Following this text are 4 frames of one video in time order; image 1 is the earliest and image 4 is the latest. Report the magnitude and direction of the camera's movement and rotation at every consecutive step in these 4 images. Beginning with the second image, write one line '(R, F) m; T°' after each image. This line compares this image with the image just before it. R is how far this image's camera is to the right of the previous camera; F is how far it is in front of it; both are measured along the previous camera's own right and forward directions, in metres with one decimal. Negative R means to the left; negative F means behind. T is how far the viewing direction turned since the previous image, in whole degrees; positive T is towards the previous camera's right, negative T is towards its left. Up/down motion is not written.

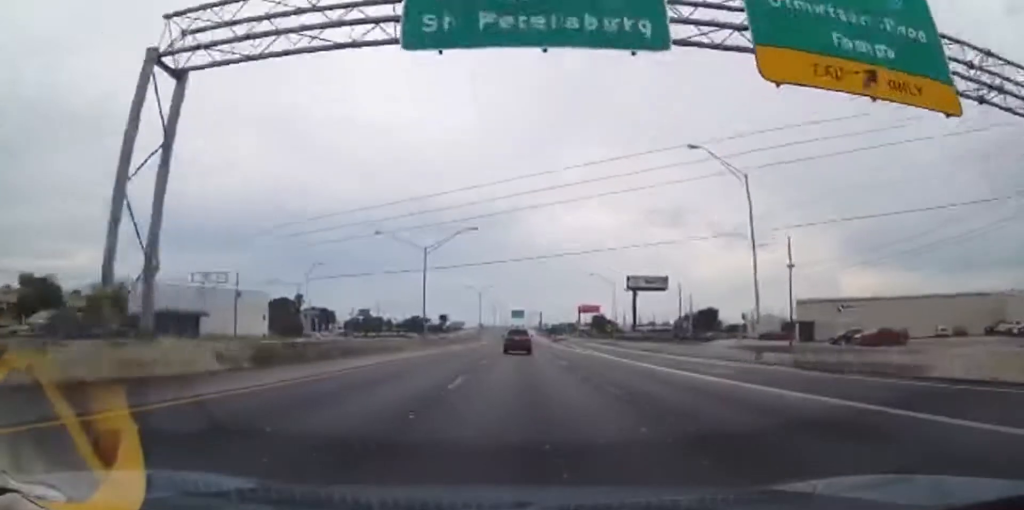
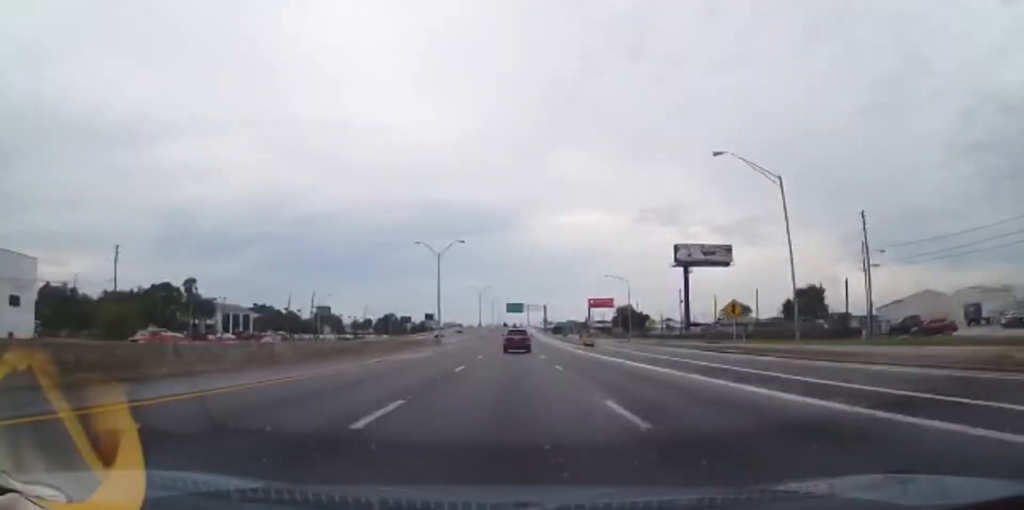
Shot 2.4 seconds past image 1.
(0.0, +66.6) m; +1°
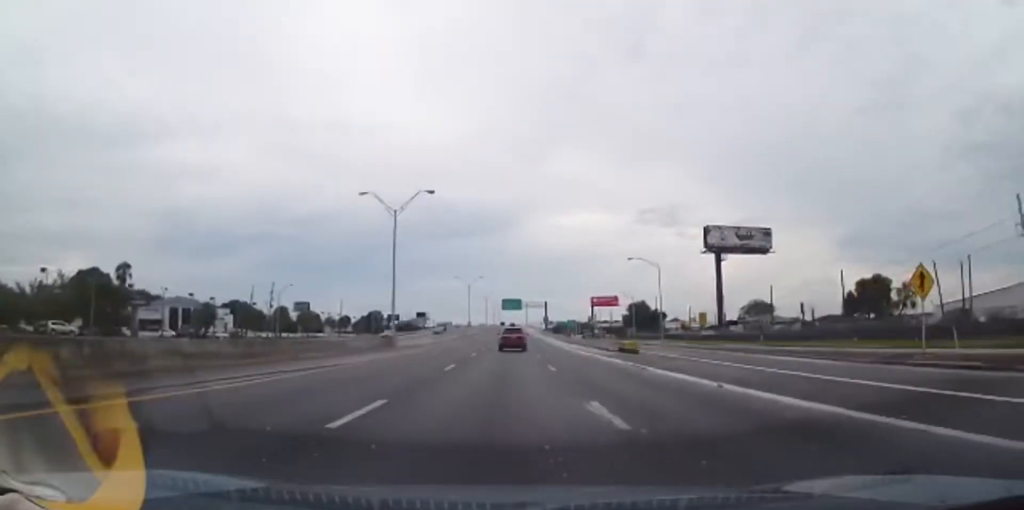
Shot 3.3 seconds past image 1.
(+0.4, +24.3) m; +1°
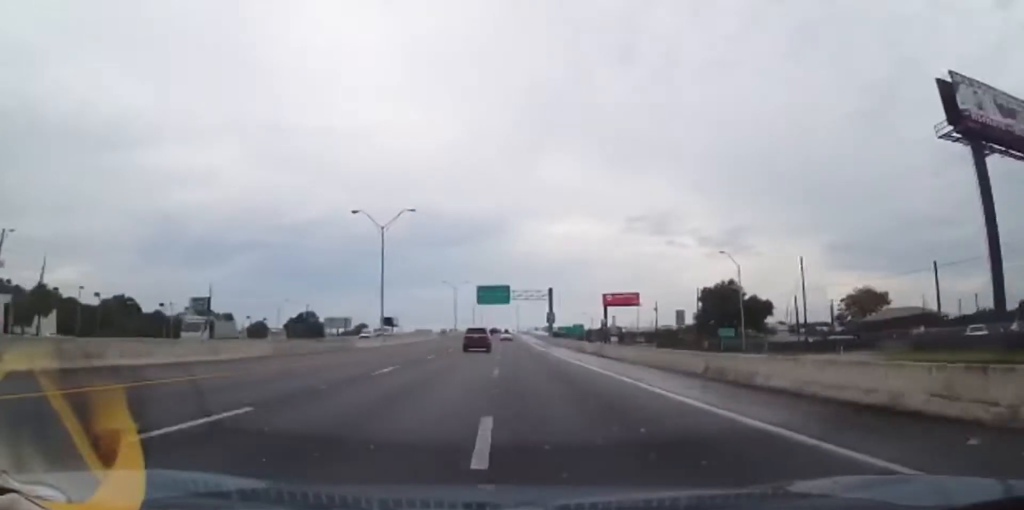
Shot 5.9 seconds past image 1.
(-0.8, +74.2) m; -1°
